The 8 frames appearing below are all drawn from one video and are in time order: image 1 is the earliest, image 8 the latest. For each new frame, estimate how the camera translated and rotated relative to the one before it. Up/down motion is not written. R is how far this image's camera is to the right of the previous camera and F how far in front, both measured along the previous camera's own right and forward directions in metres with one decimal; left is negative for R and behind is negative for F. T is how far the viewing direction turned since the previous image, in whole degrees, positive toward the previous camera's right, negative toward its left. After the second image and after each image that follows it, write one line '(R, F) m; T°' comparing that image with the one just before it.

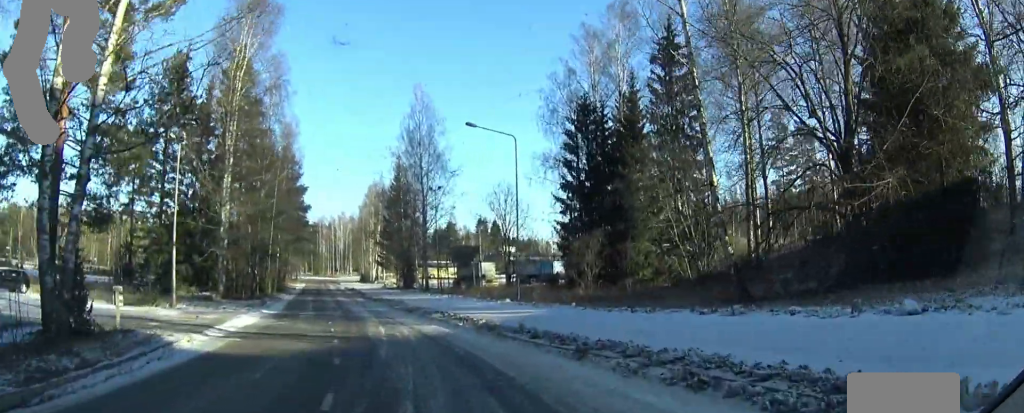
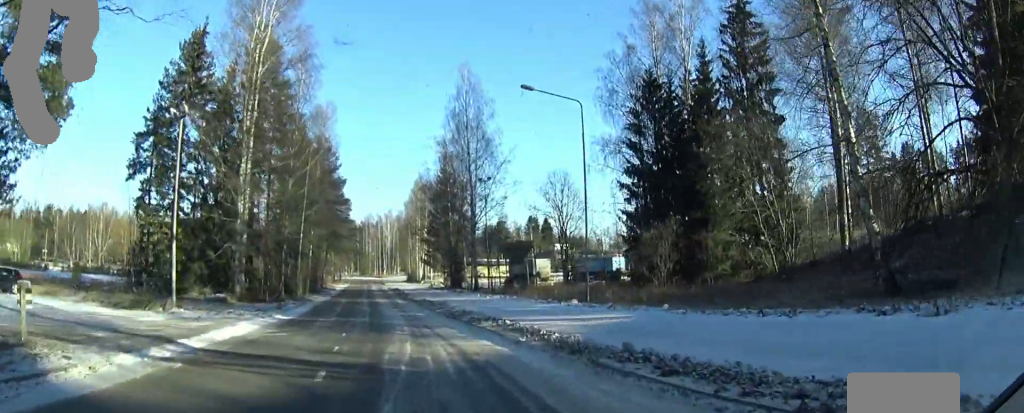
(-0.1, +5.2) m; -2°
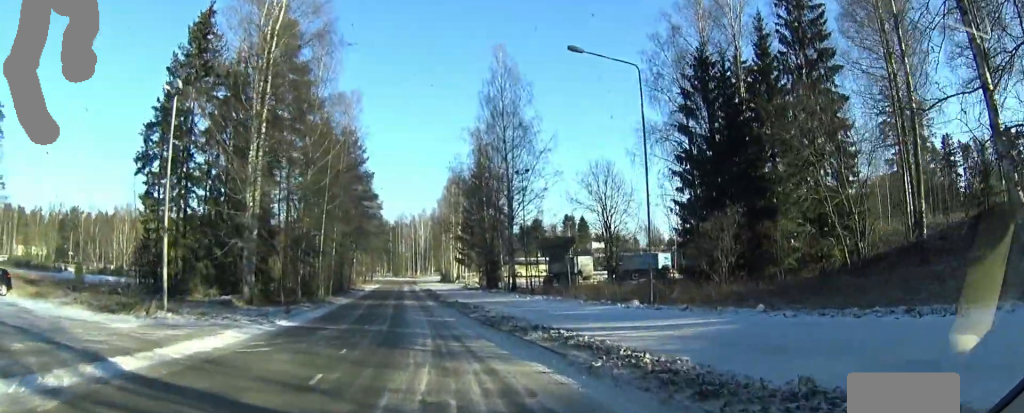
(+0.3, +5.9) m; -1°
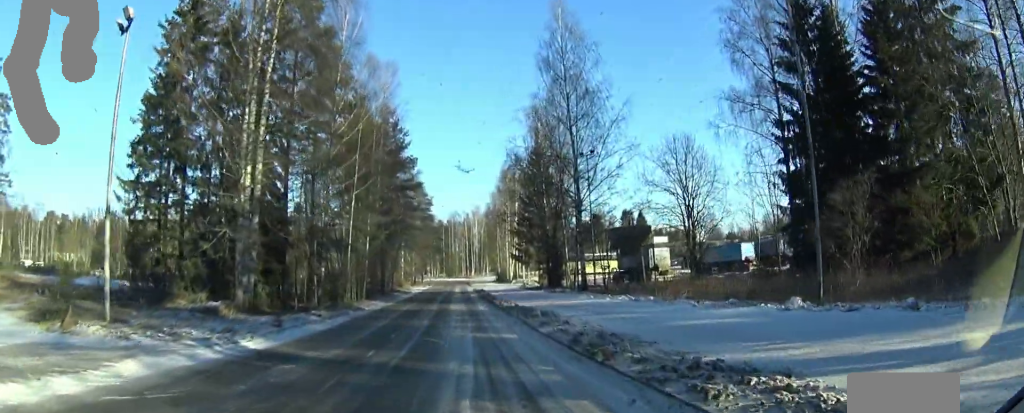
(-0.4, +10.4) m; -4°
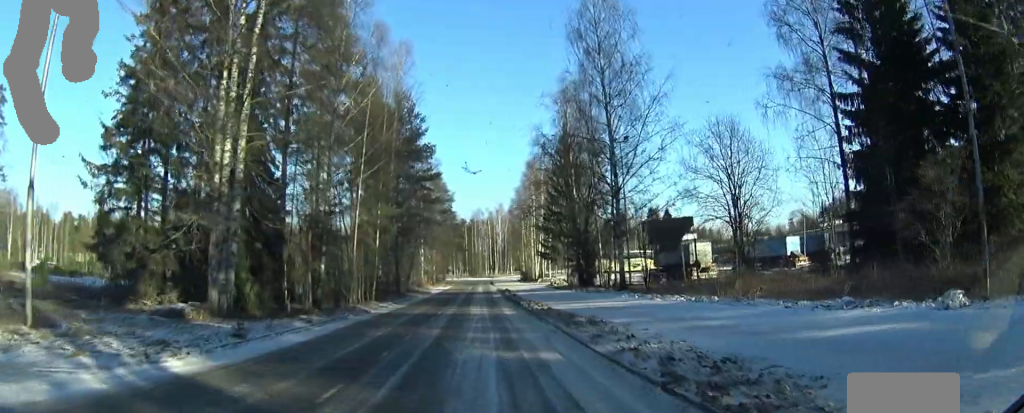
(-0.1, +5.9) m; -3°
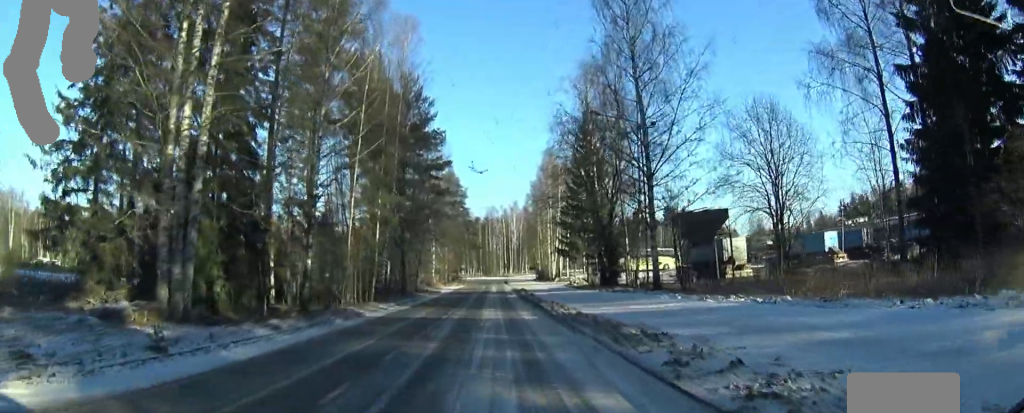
(-0.2, +5.1) m; -2°
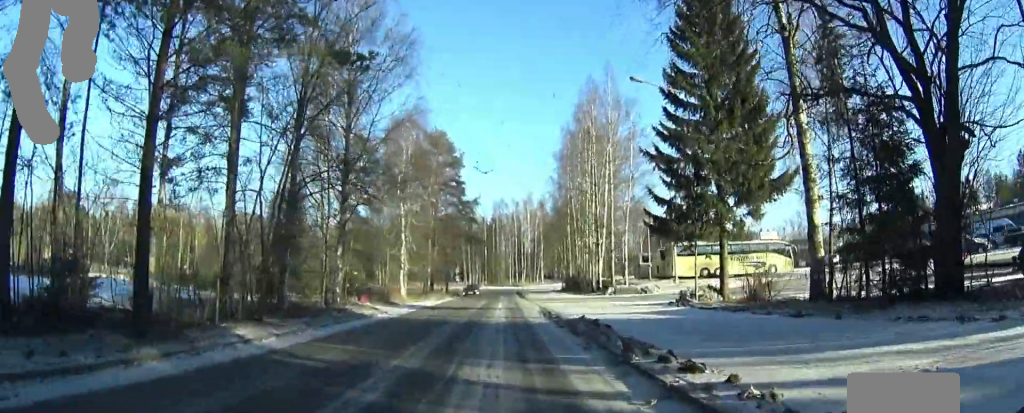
(-2.3, +37.9) m; -7°
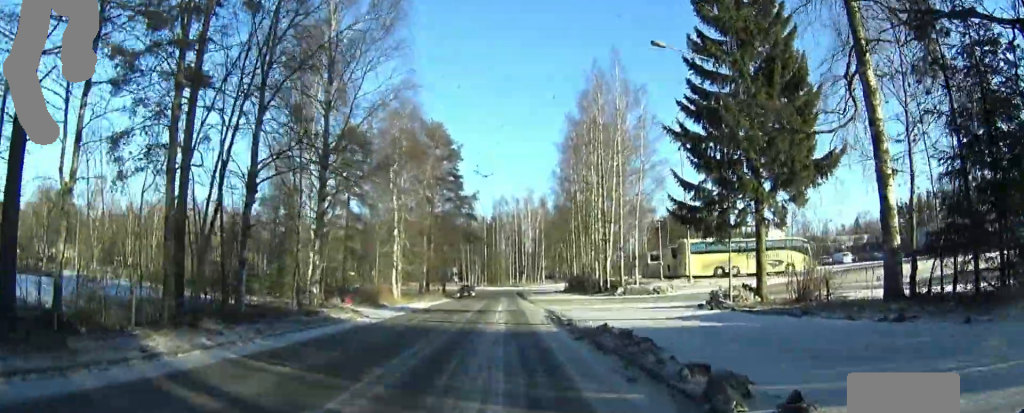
(-0.5, +4.0) m; 0°
